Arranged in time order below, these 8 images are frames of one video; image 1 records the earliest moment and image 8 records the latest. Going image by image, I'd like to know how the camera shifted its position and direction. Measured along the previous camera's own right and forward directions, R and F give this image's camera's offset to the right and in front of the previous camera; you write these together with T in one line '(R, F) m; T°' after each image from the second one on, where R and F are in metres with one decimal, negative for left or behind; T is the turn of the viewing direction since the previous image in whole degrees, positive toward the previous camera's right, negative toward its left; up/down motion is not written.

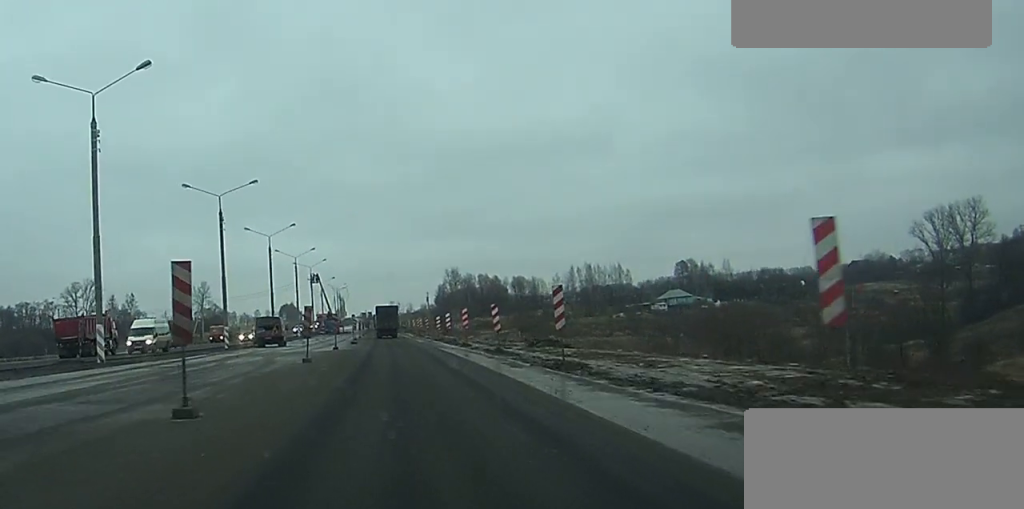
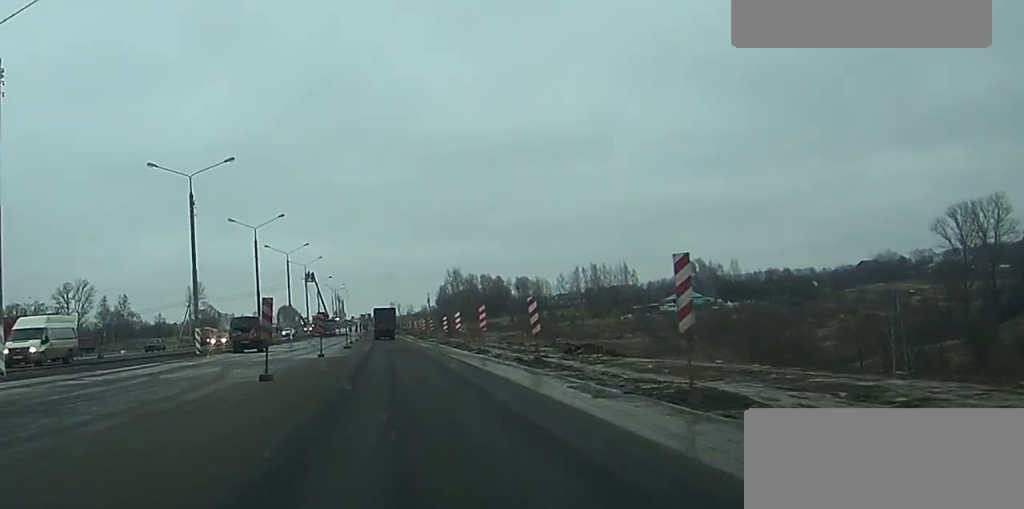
(0.0, +10.5) m; 0°
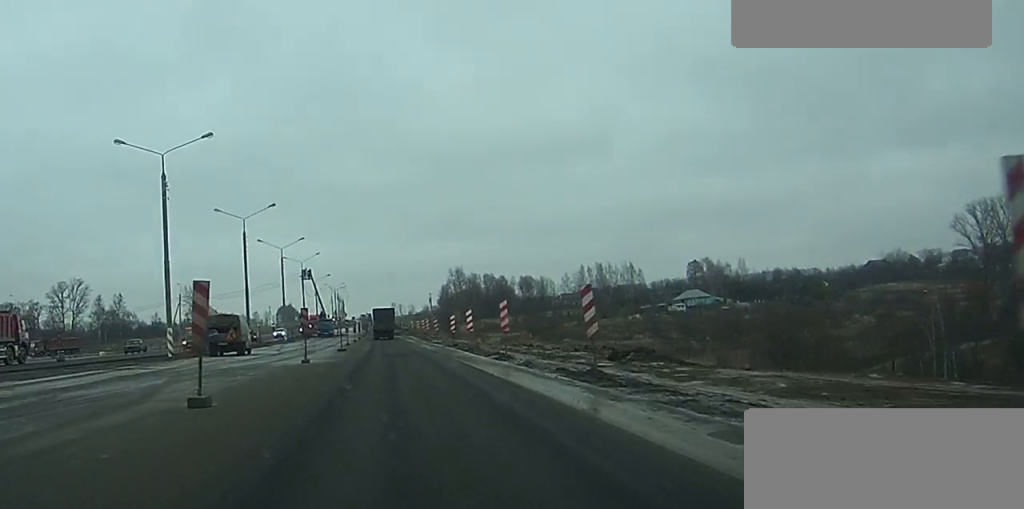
(0.0, +7.9) m; 0°
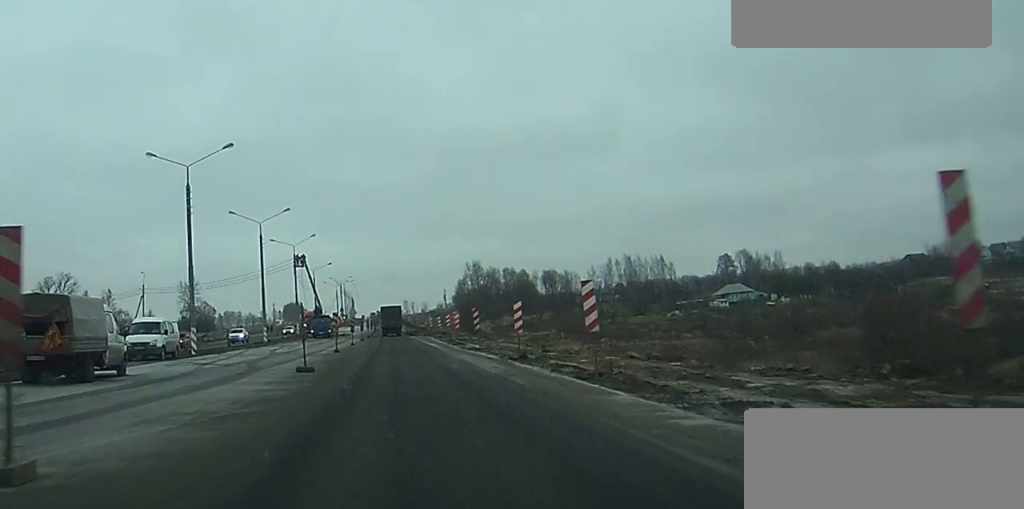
(-0.1, +27.6) m; 0°
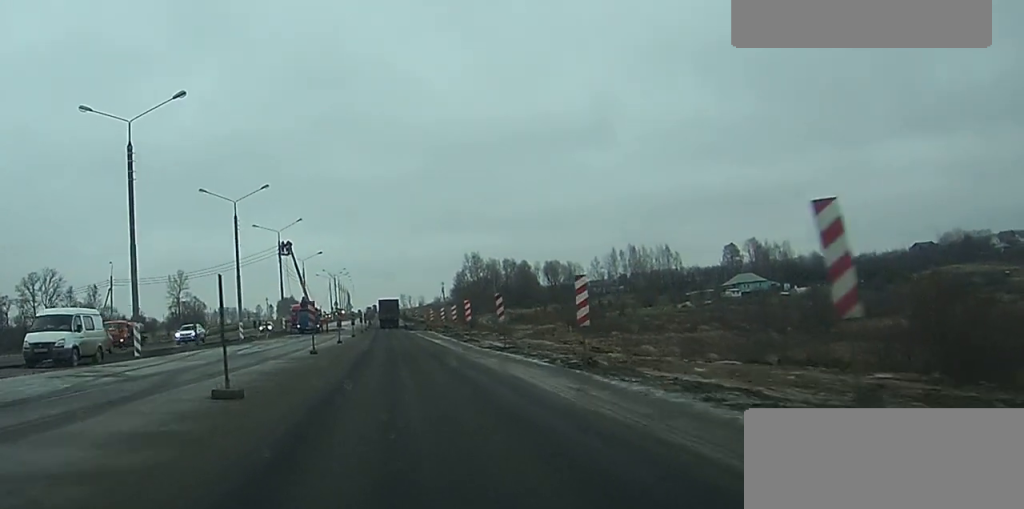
(0.0, +12.0) m; 0°
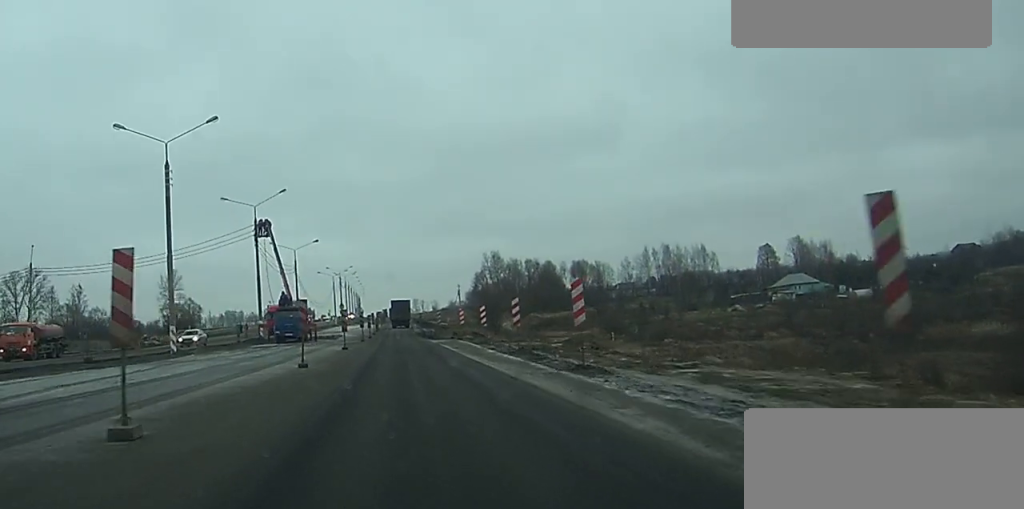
(-0.1, +27.0) m; -1°
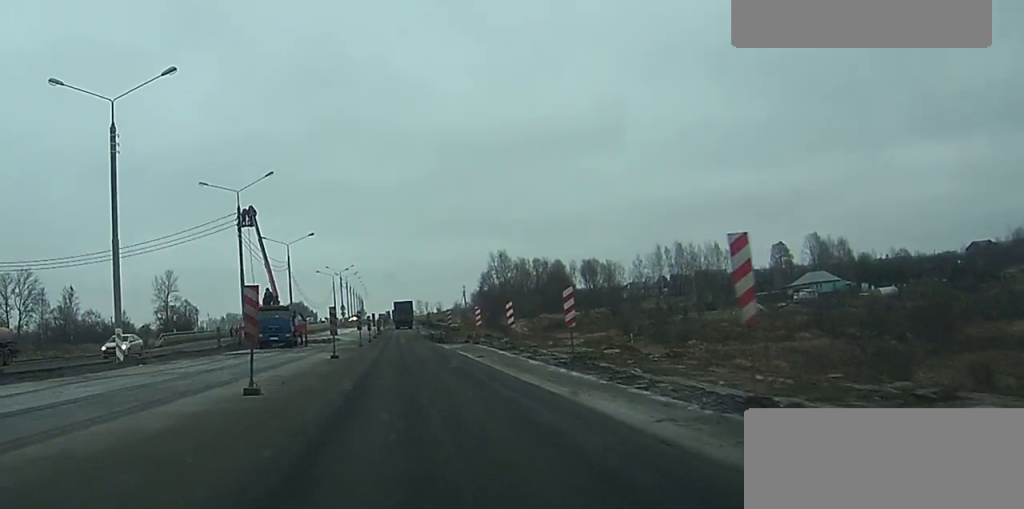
(-0.1, +10.3) m; 0°
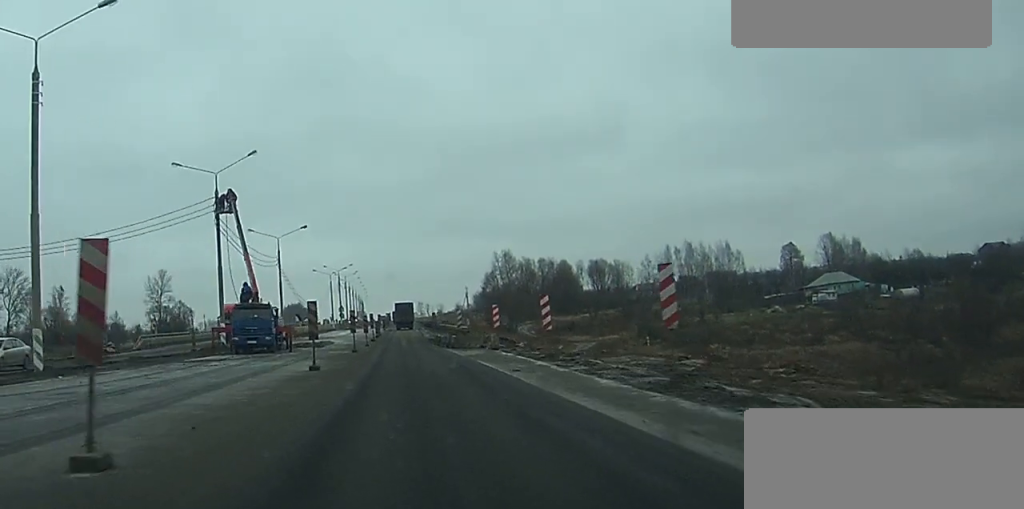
(0.0, +9.3) m; 0°
